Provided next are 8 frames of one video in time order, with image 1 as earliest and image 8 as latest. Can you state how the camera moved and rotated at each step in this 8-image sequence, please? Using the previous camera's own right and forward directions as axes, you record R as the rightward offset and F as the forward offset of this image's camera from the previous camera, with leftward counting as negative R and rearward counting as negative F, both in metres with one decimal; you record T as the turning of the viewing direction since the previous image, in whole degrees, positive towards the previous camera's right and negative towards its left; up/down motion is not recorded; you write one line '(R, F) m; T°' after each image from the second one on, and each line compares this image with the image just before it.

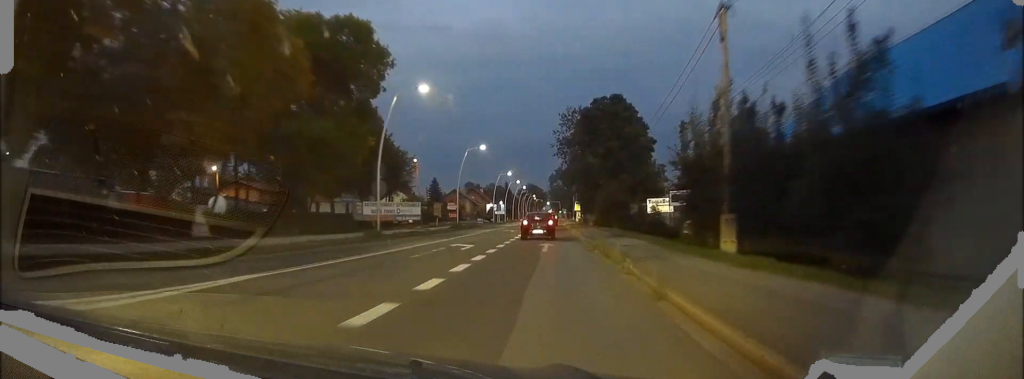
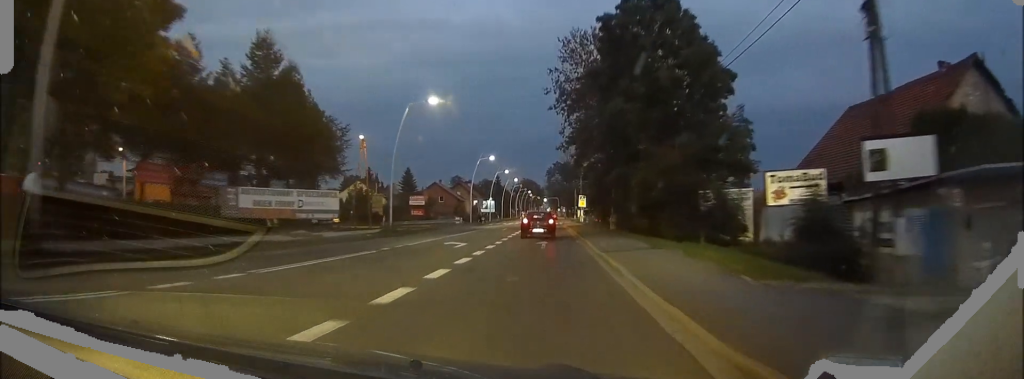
(0.0, +29.3) m; 0°
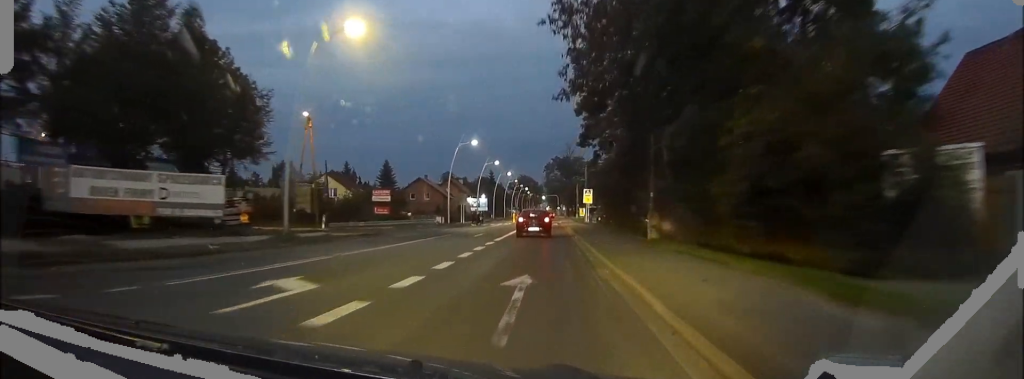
(0.0, +17.7) m; 0°
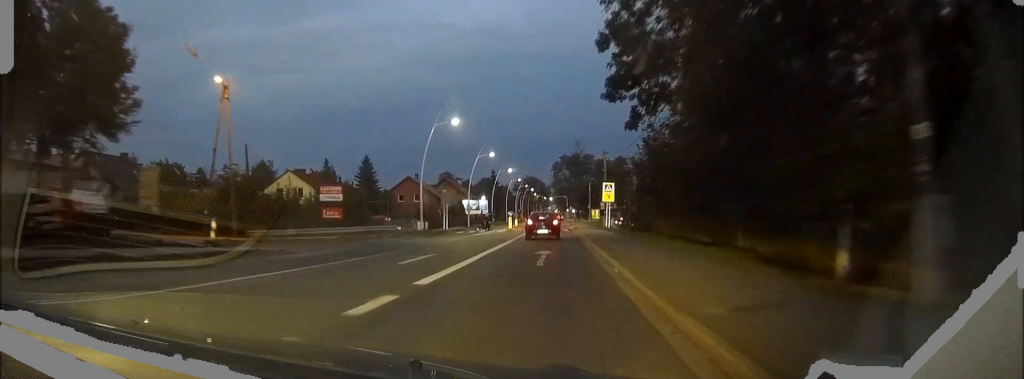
(0.0, +18.2) m; 0°
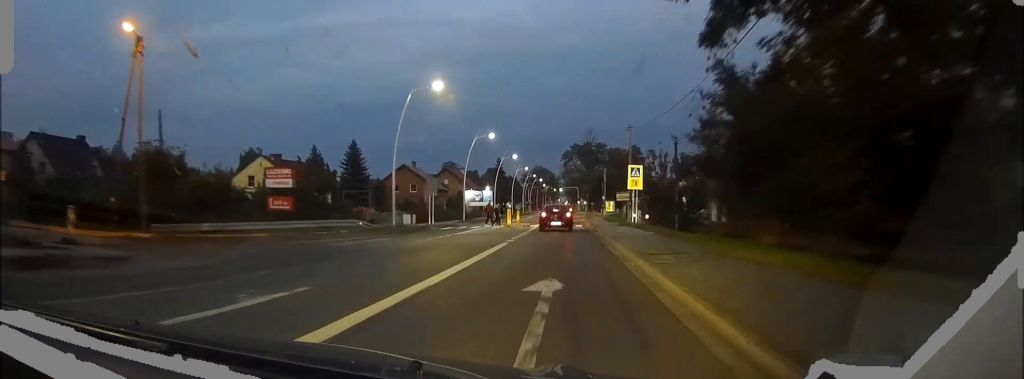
(-0.1, +11.8) m; -1°
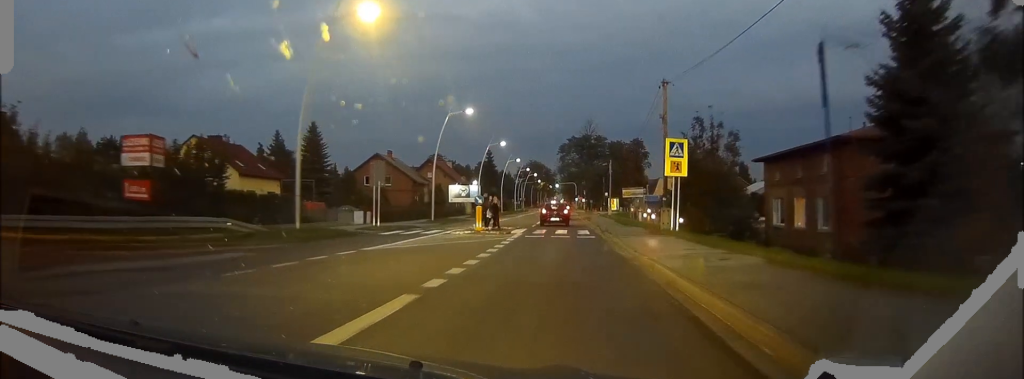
(-0.2, +15.0) m; -1°
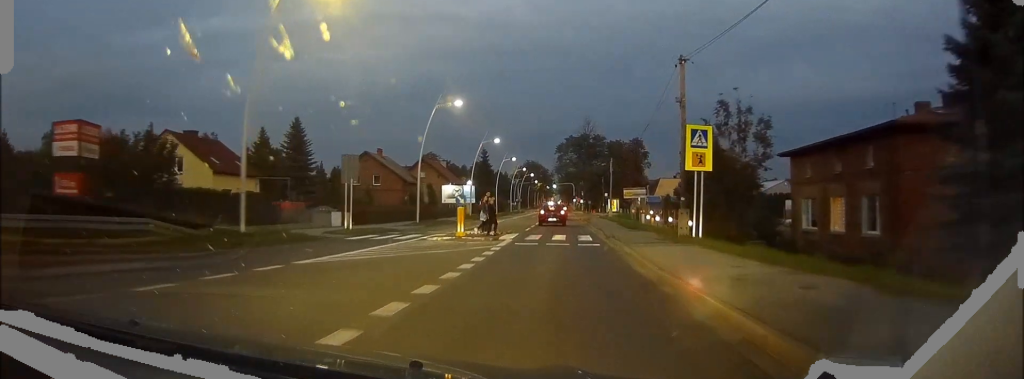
(0.0, +4.5) m; +1°
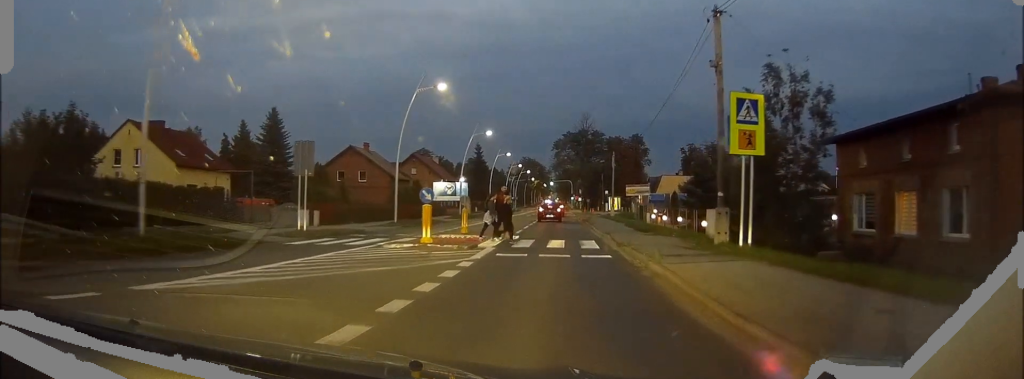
(+0.1, +6.1) m; +2°
